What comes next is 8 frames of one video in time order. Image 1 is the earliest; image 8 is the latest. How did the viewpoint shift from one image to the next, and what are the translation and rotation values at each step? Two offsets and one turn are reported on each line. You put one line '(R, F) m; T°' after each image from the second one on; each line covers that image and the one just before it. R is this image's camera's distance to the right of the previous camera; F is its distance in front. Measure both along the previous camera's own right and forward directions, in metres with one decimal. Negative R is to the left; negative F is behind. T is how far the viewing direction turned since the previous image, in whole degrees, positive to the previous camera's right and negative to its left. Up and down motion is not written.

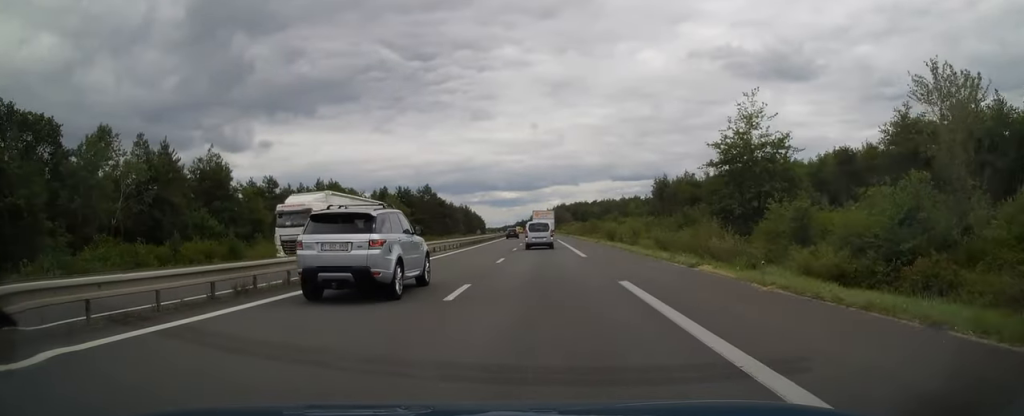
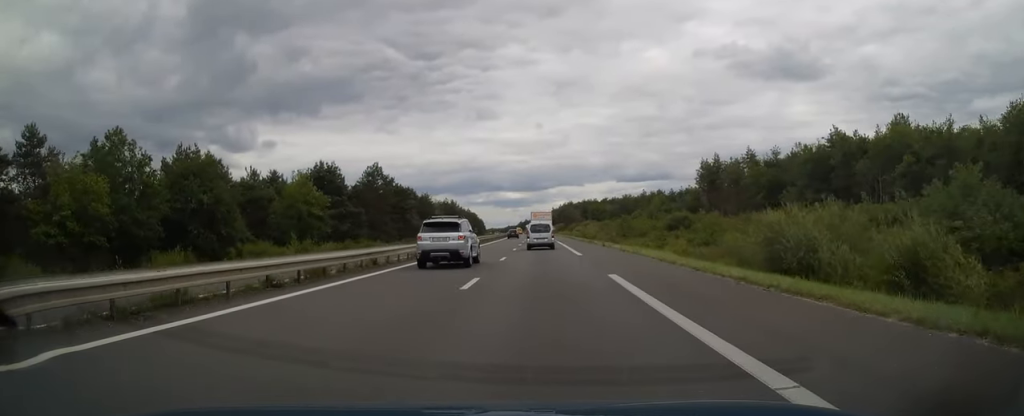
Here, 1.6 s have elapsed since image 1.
(-0.3, +49.7) m; 0°
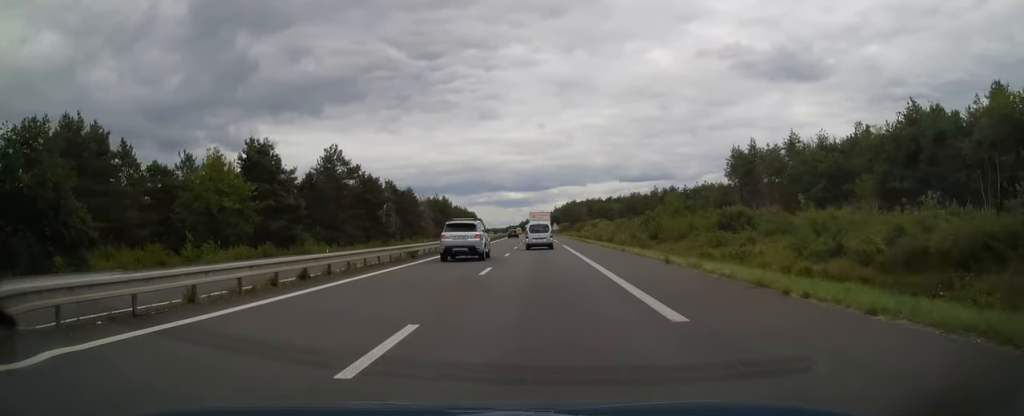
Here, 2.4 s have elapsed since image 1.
(0.0, +21.5) m; 0°
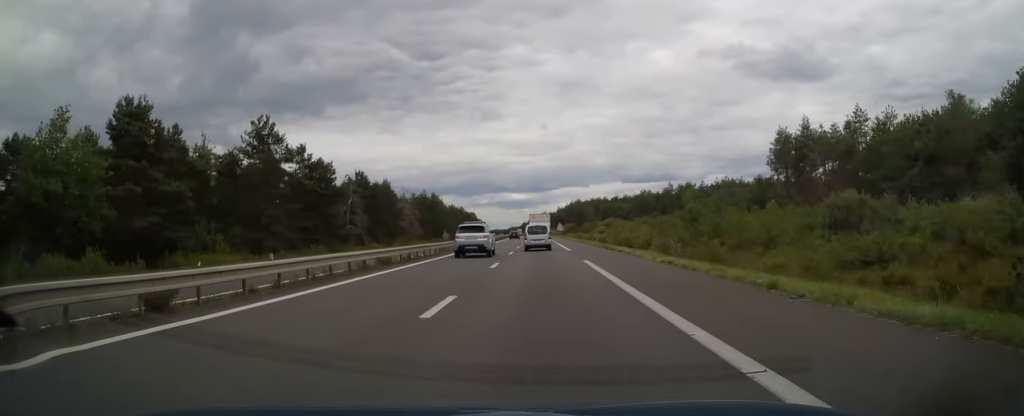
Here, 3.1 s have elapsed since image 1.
(0.0, +21.9) m; 0°
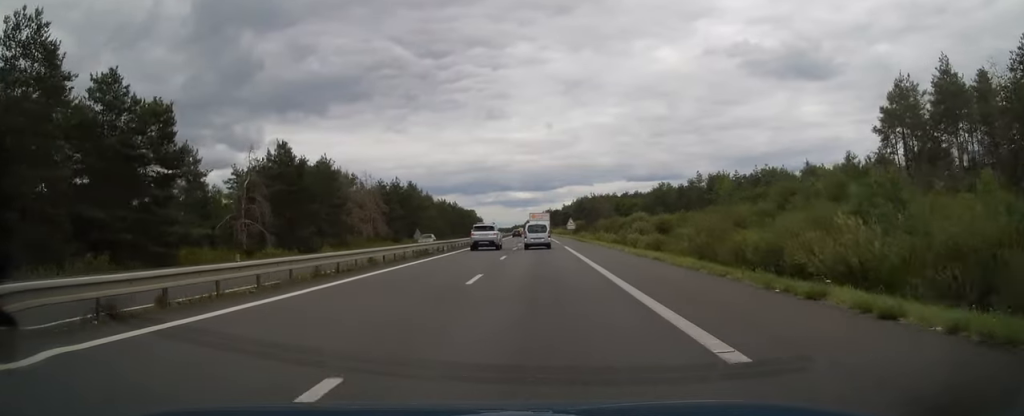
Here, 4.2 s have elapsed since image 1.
(-0.2, +33.2) m; 0°
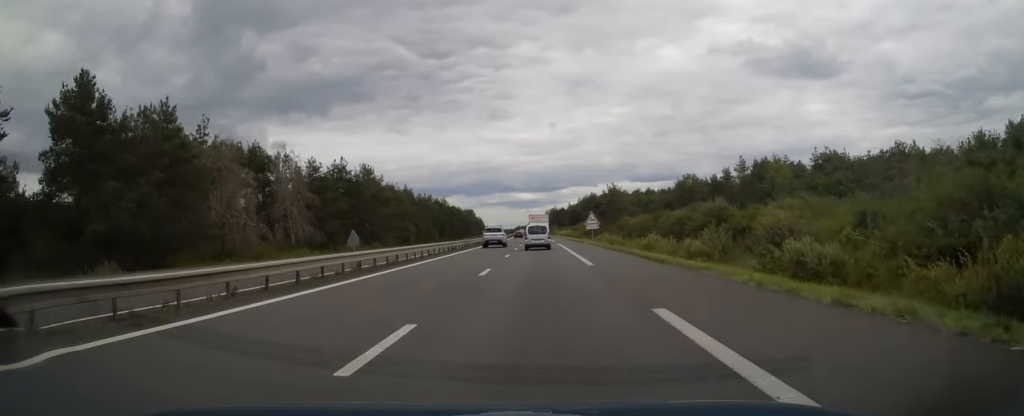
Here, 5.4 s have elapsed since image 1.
(-0.1, +35.6) m; -1°
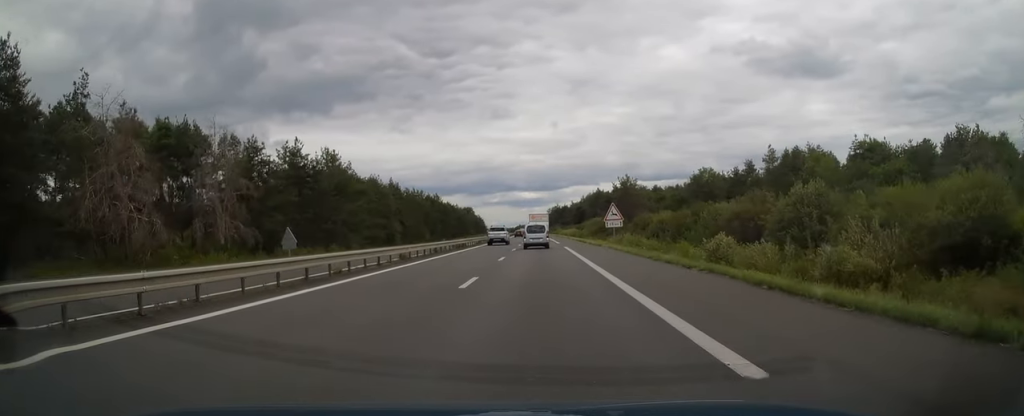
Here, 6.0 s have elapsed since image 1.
(0.0, +17.2) m; 0°
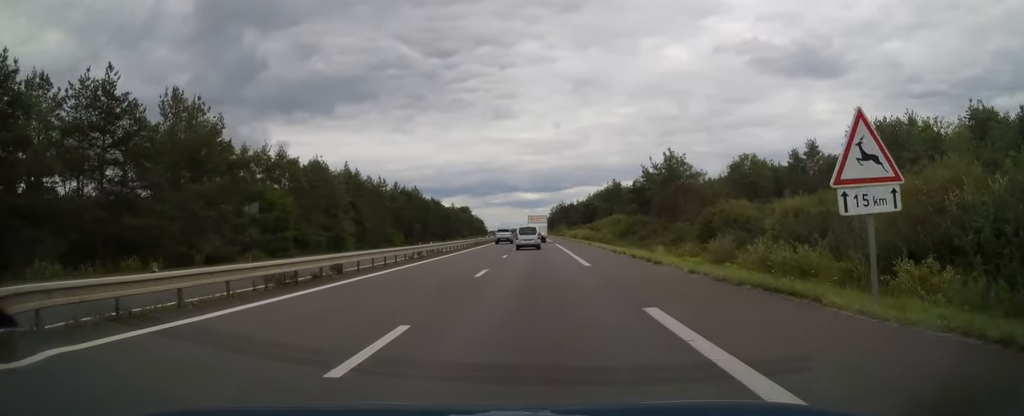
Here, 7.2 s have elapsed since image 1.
(-0.1, +34.5) m; 0°
